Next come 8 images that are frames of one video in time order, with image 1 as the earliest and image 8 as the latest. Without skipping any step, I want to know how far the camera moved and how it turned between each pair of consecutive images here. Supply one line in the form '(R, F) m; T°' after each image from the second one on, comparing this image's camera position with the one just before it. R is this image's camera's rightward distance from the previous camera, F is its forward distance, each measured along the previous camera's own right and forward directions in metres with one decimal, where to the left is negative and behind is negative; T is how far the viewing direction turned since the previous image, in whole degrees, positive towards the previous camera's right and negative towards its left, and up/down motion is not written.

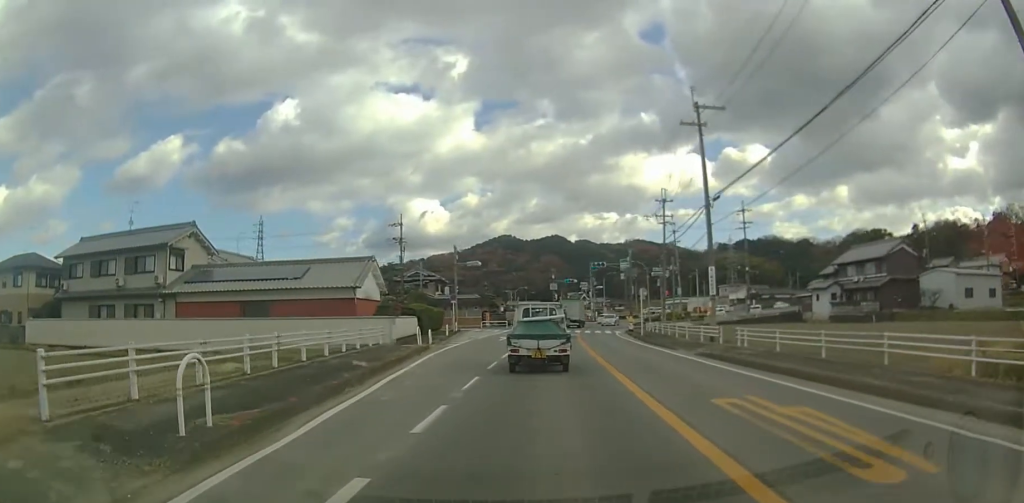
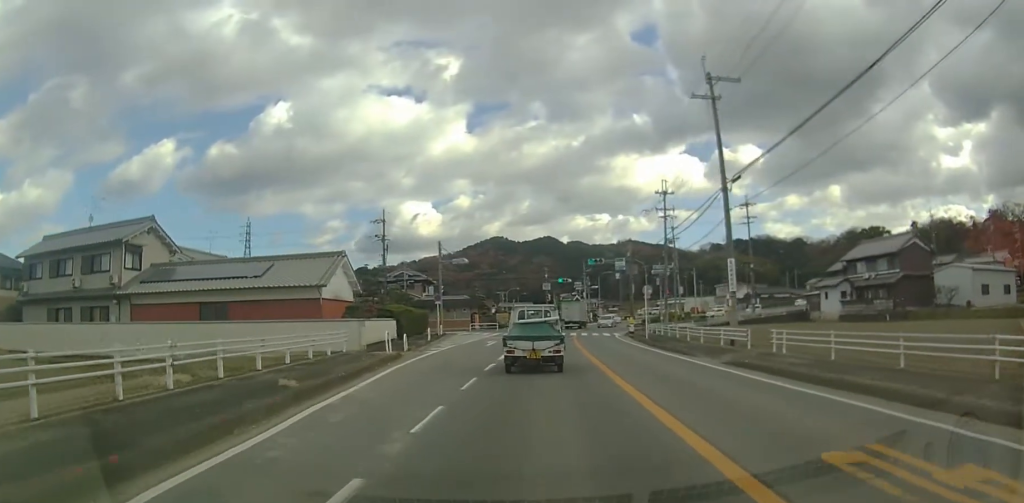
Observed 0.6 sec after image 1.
(0.0, +4.0) m; 0°
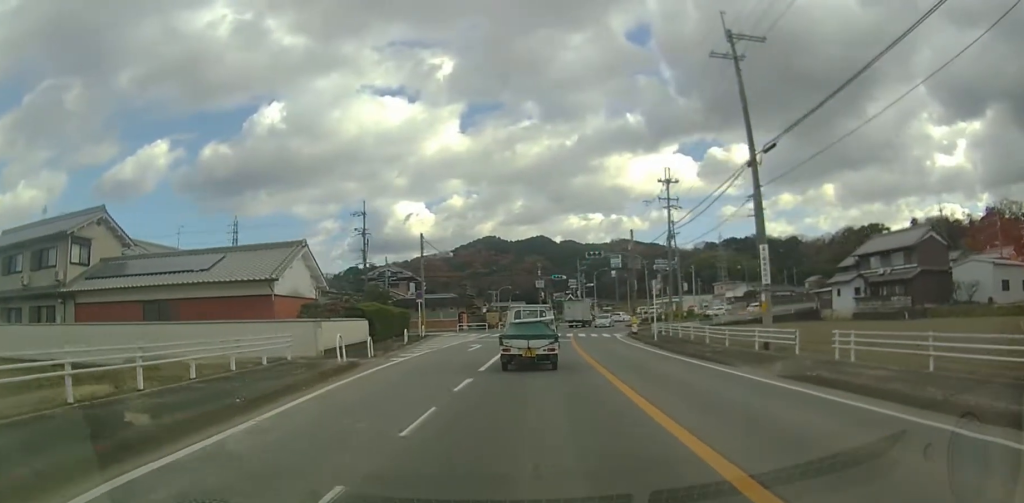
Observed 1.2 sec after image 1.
(0.0, +4.5) m; 0°
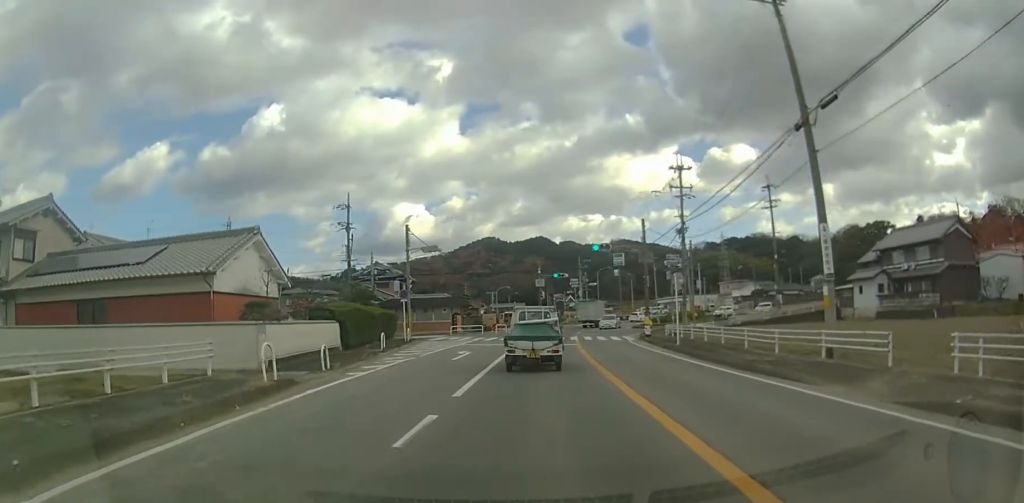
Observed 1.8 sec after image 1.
(-0.1, +4.4) m; 0°
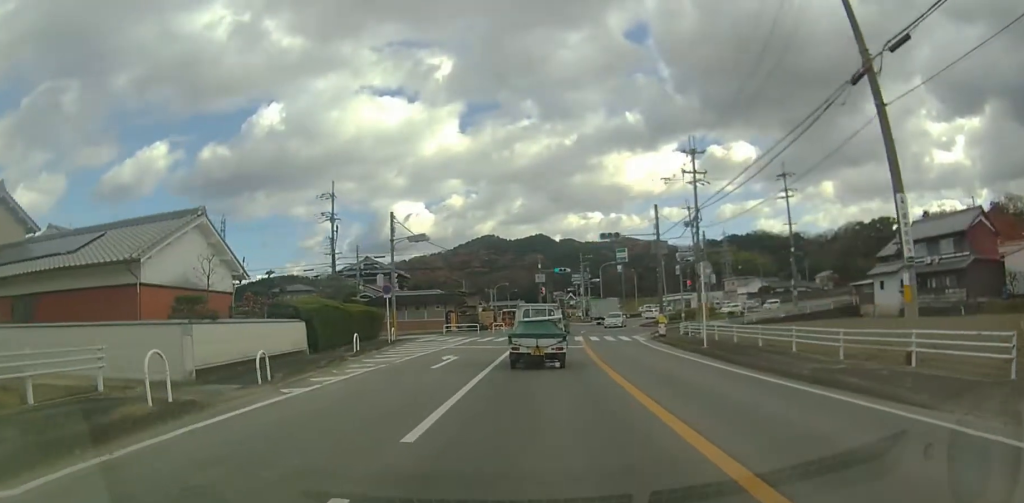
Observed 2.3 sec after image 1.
(0.0, +3.6) m; 0°
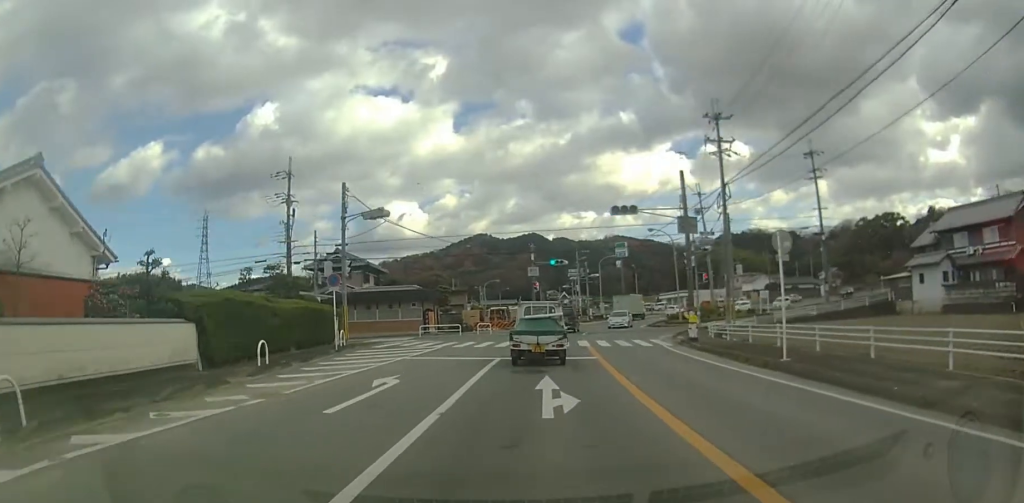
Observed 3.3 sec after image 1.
(0.0, +7.1) m; 0°
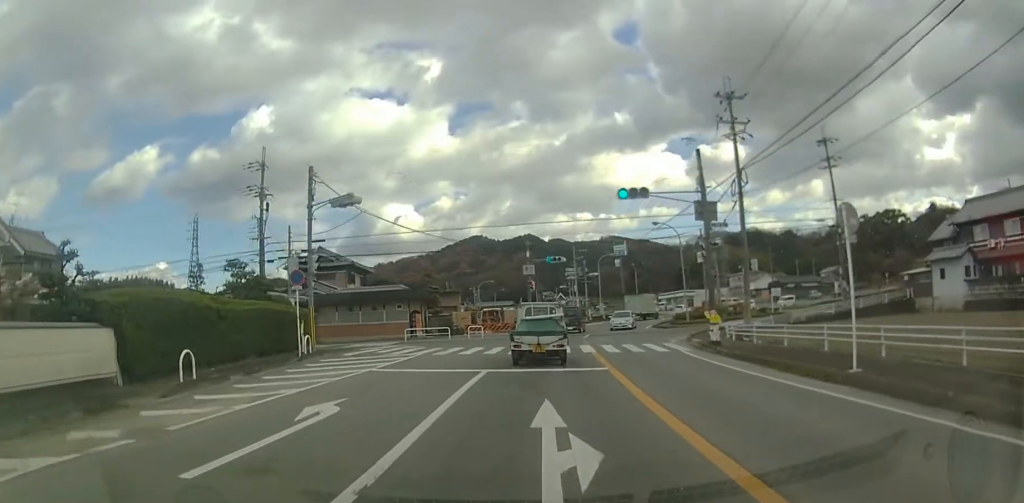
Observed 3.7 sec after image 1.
(-0.1, +3.6) m; +1°
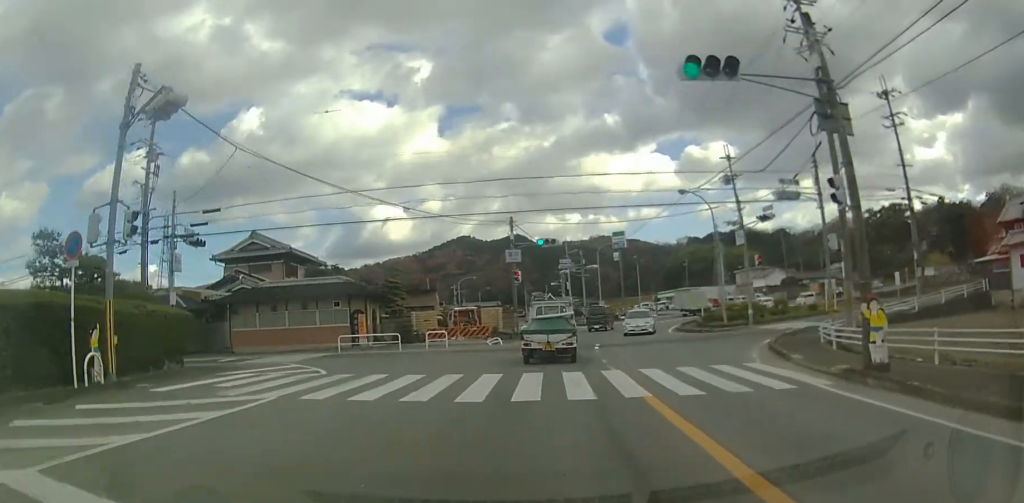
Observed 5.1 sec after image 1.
(+0.2, +10.5) m; +2°
